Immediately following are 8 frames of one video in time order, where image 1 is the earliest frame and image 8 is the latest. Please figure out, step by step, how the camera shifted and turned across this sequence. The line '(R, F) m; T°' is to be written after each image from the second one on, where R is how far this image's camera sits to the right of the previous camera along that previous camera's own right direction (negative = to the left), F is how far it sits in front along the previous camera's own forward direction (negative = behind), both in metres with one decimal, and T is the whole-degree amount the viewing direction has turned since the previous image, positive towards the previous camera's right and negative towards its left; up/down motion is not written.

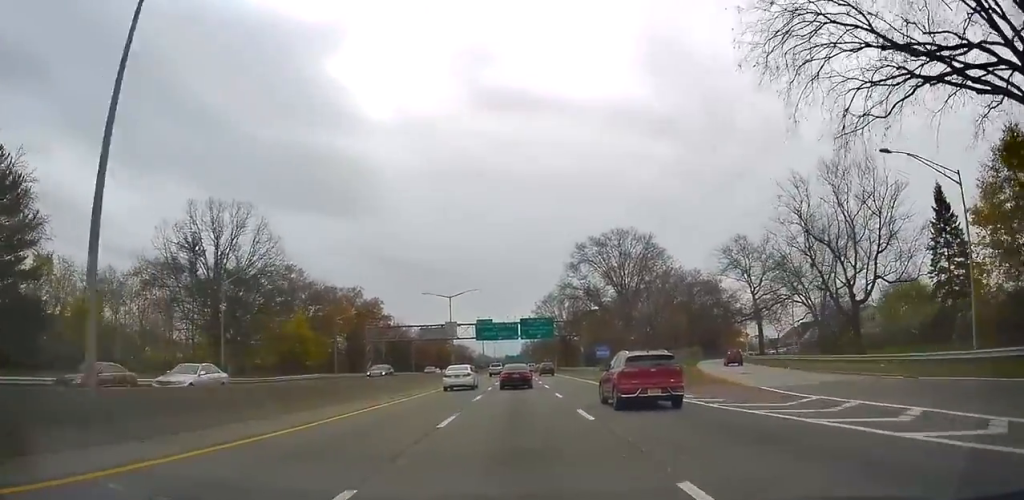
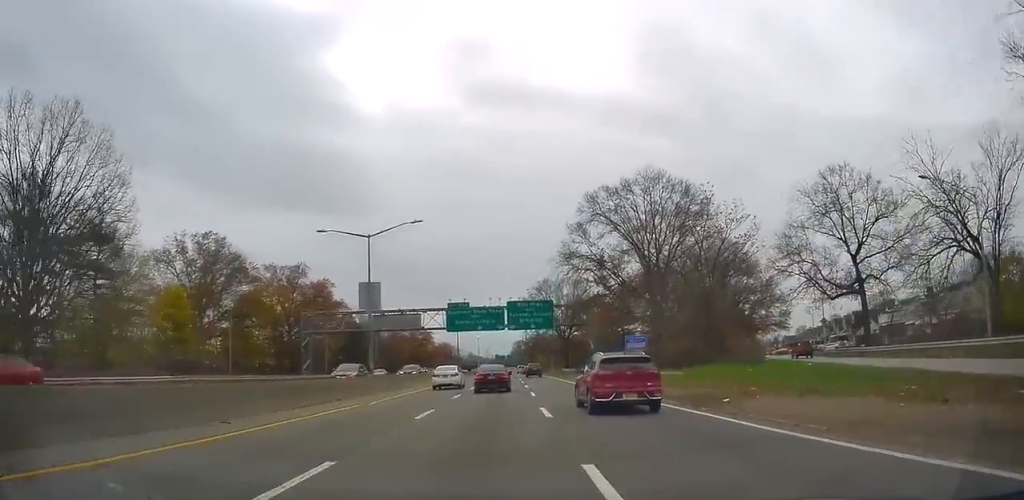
(+0.4, +29.0) m; +2°
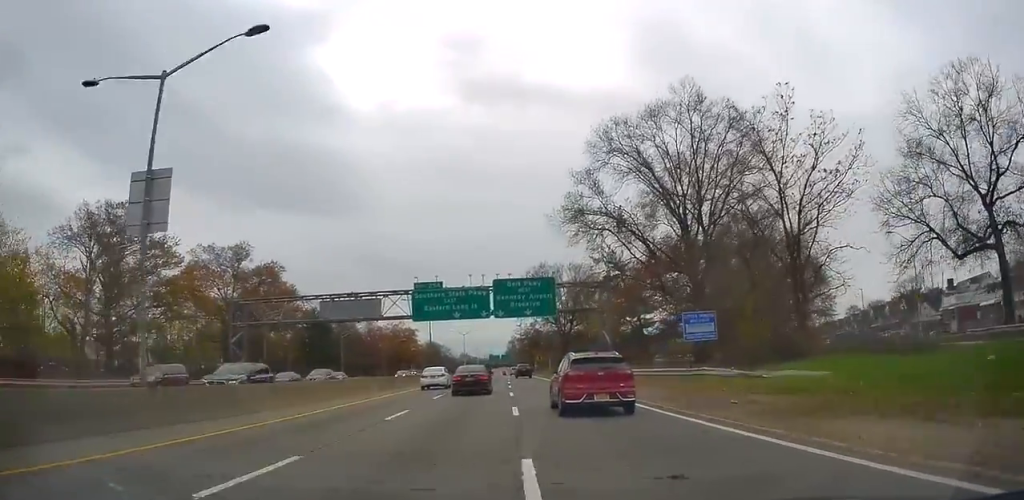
(+0.3, +19.8) m; +1°
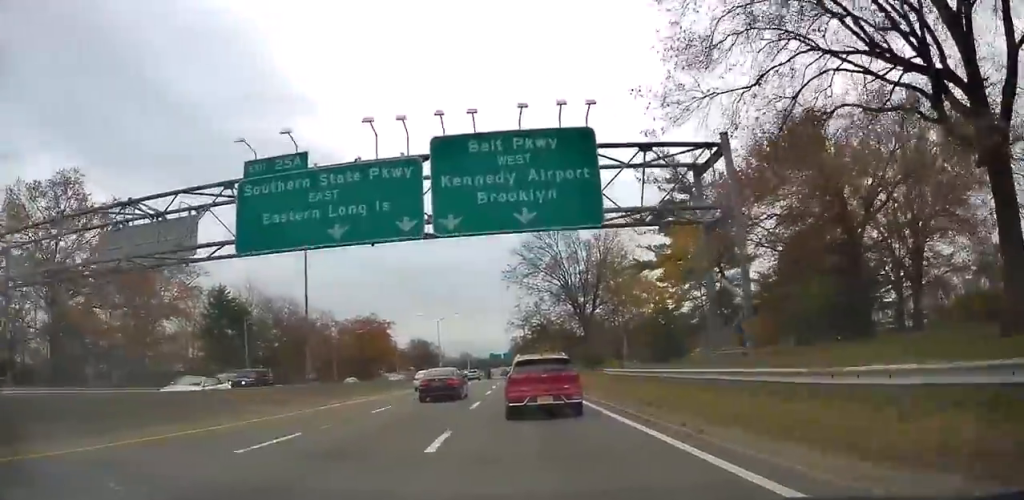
(0.0, +36.8) m; 0°
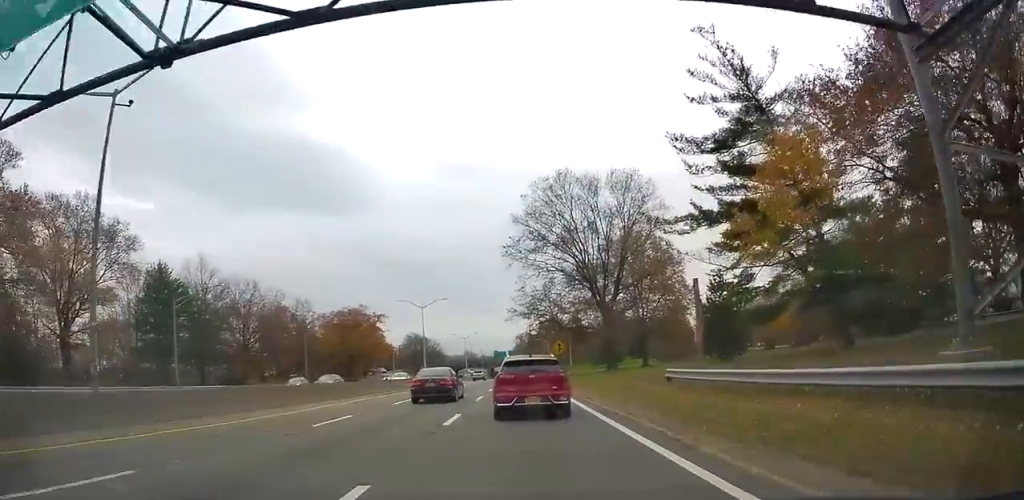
(0.0, +16.0) m; 0°
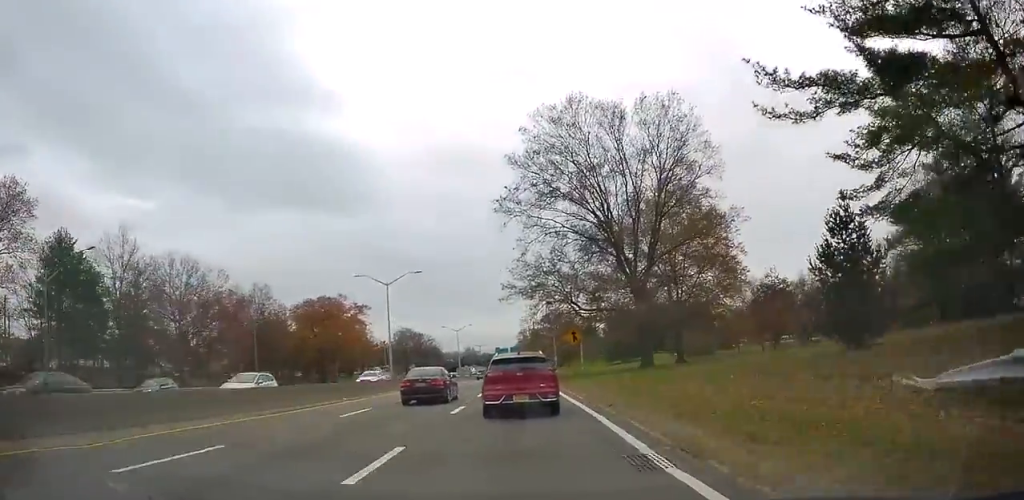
(0.0, +17.5) m; 0°
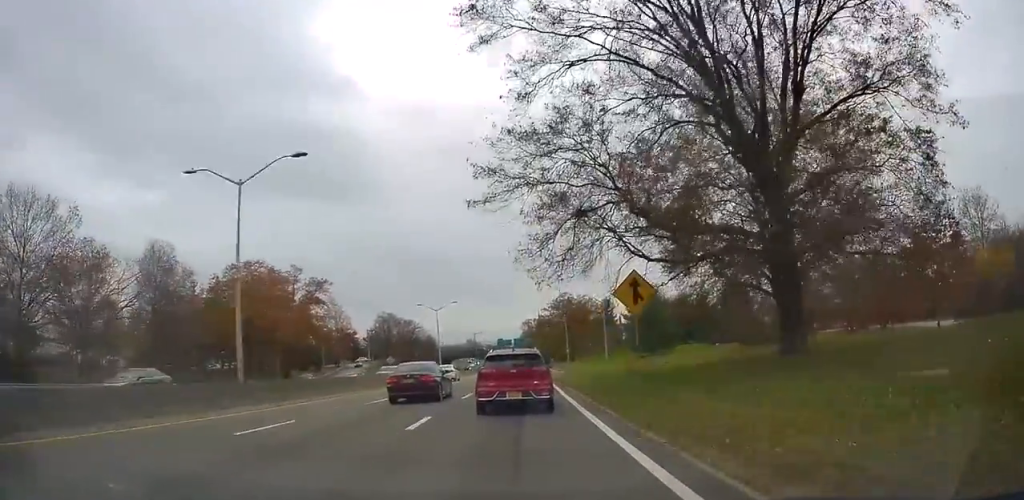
(-0.2, +26.3) m; -1°
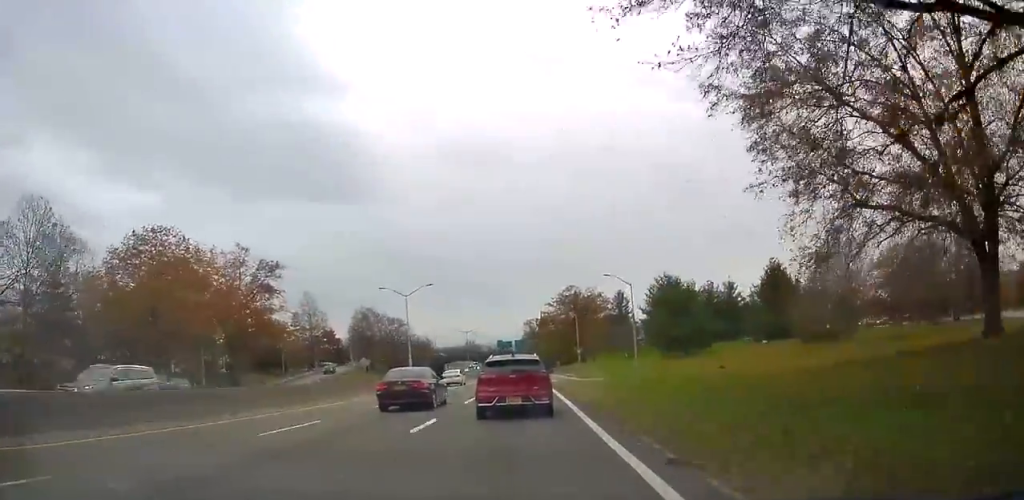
(-0.3, +19.3) m; 0°
